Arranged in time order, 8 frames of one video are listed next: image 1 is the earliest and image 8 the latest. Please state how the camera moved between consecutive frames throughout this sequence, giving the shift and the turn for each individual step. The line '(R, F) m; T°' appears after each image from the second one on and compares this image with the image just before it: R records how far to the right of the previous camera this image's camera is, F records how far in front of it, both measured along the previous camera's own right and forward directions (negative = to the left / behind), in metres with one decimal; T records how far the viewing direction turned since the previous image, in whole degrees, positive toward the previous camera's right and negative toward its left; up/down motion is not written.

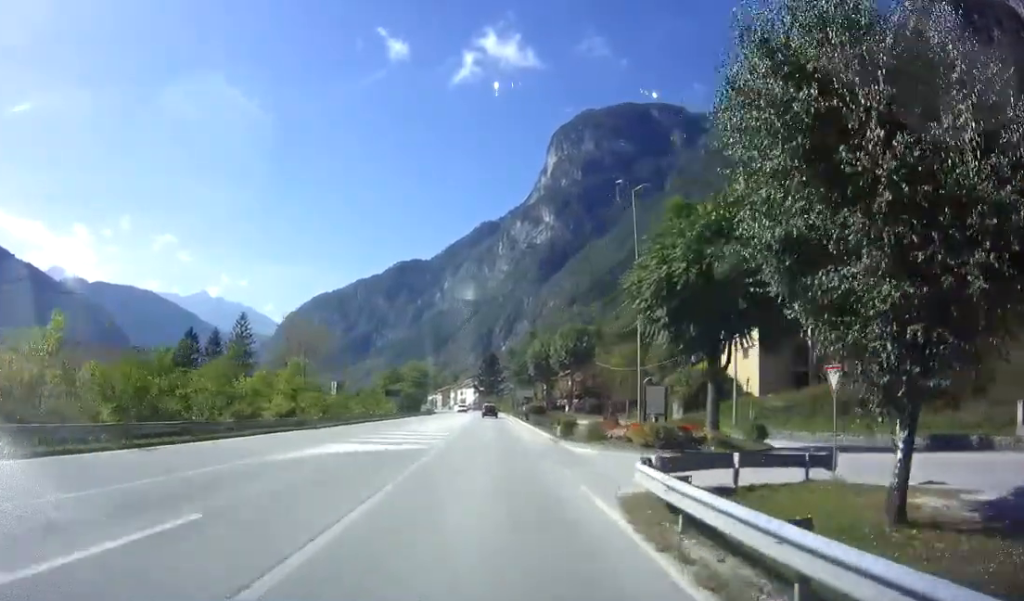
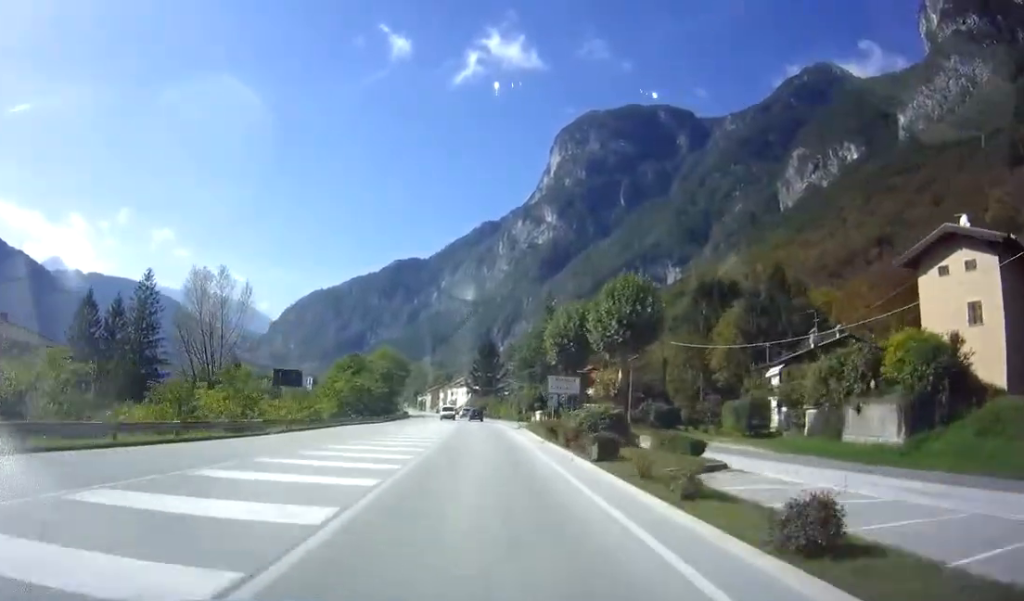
(0.0, +33.4) m; 0°
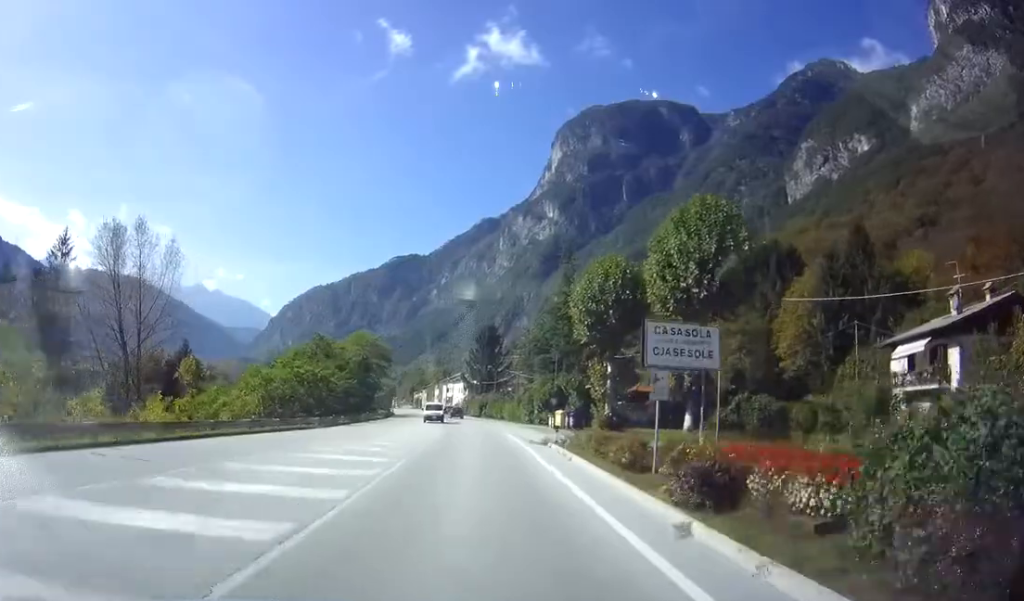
(0.0, +19.5) m; 0°
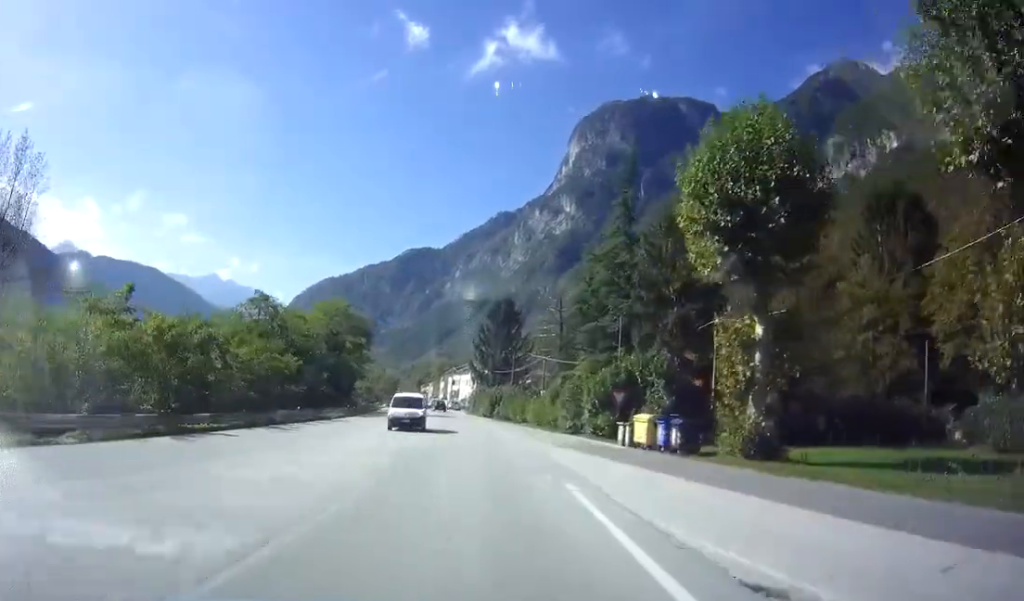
(-0.1, +22.9) m; 0°
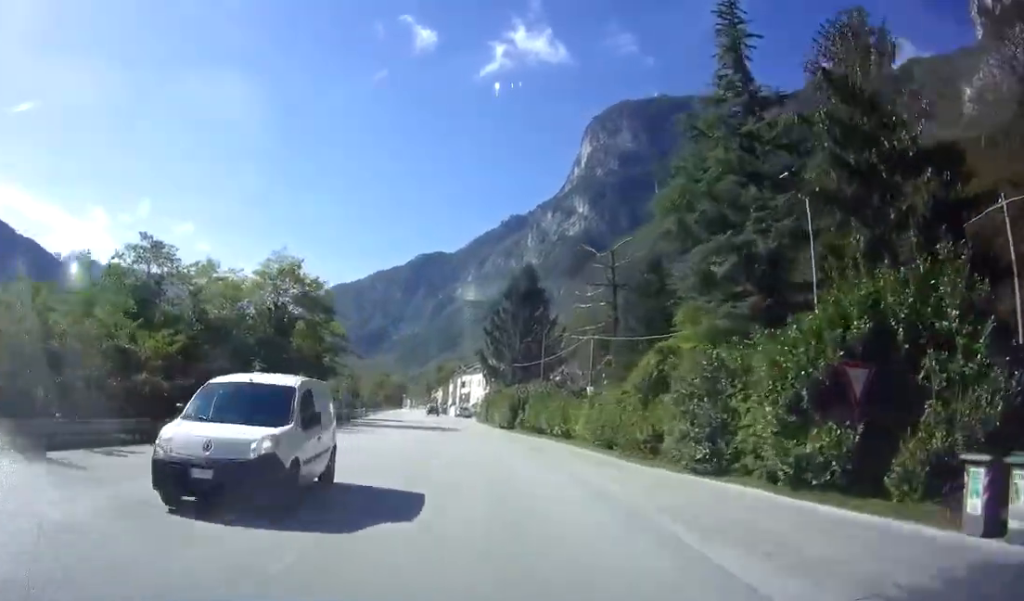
(-0.1, +19.9) m; -2°
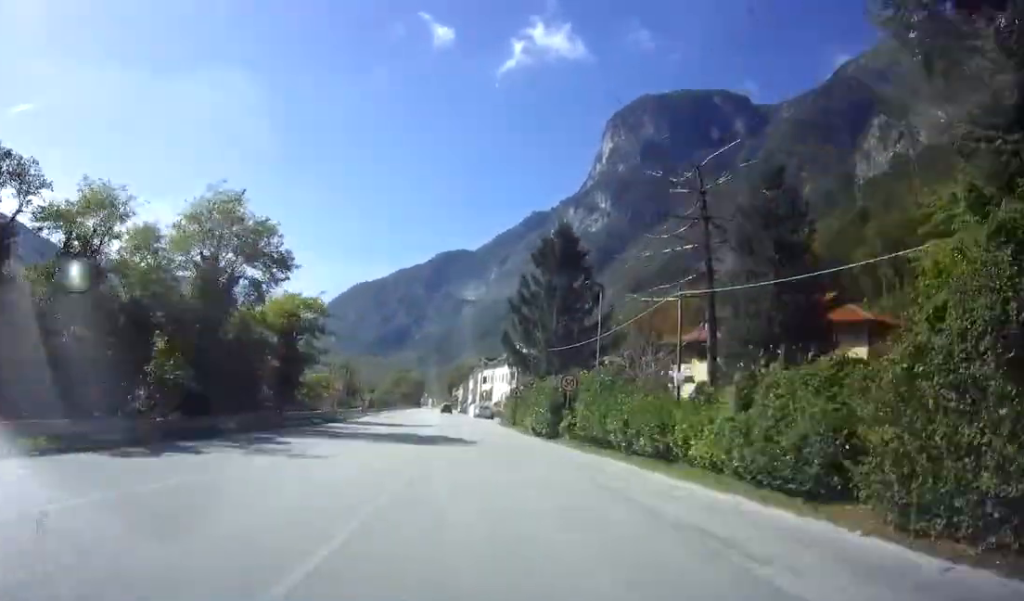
(-0.3, +14.5) m; -3°
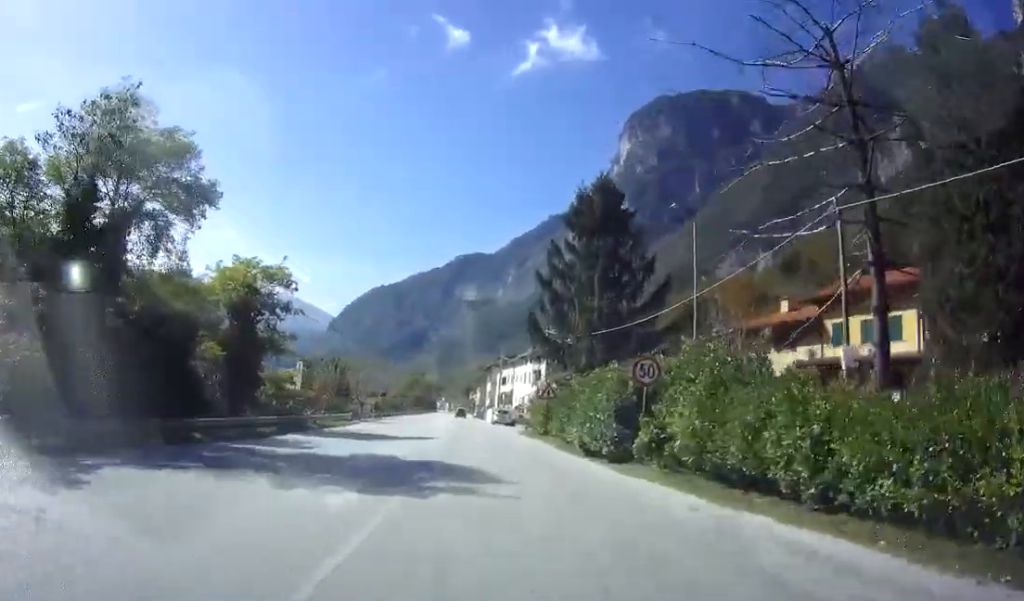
(-0.3, +11.1) m; -1°
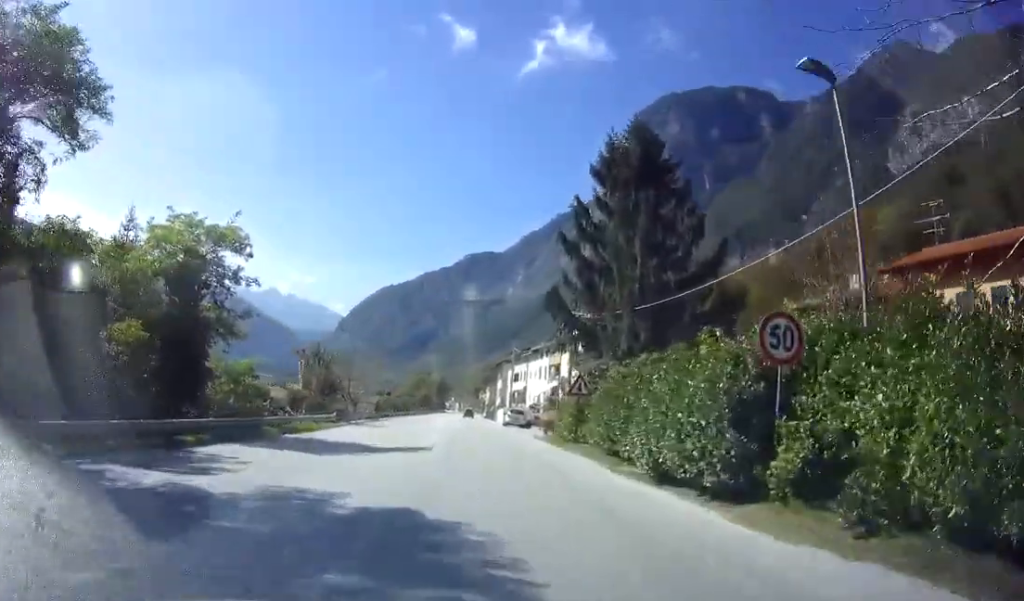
(-0.1, +7.8) m; -1°
